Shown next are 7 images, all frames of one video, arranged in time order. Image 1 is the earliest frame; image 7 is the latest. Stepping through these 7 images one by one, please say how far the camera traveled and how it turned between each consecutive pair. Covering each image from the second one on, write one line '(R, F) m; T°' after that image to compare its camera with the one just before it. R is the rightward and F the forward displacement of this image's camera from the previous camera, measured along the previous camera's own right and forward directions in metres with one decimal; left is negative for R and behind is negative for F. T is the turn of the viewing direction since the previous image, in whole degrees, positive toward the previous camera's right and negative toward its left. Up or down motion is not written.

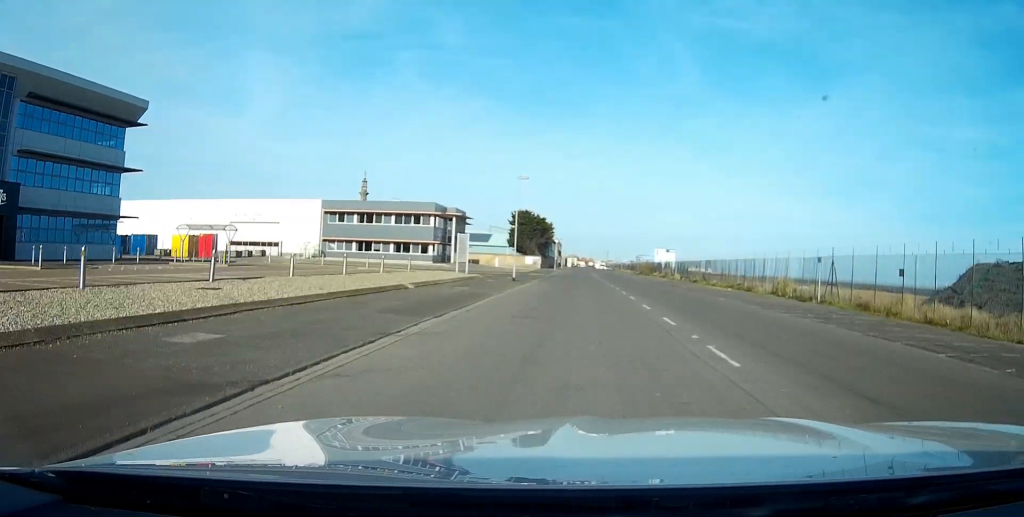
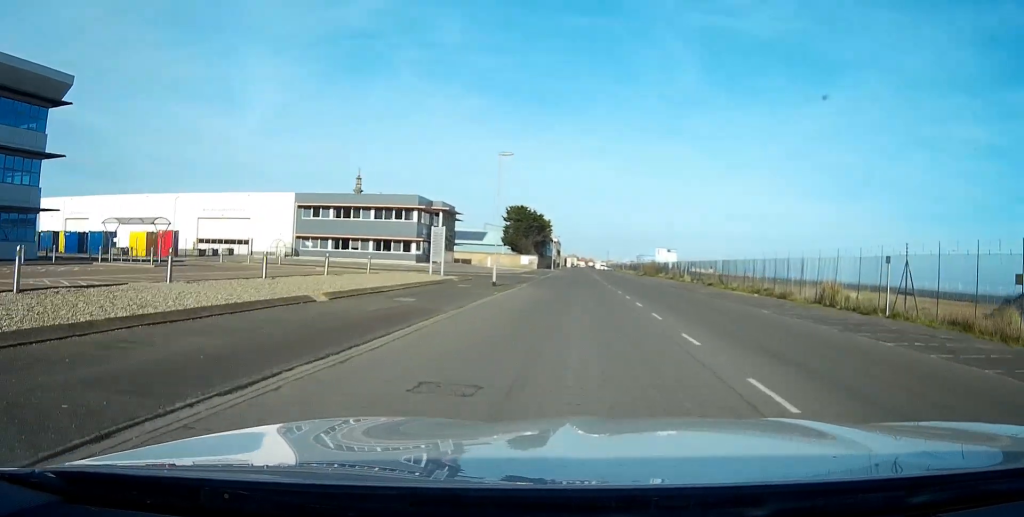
(+0.1, +9.5) m; 0°
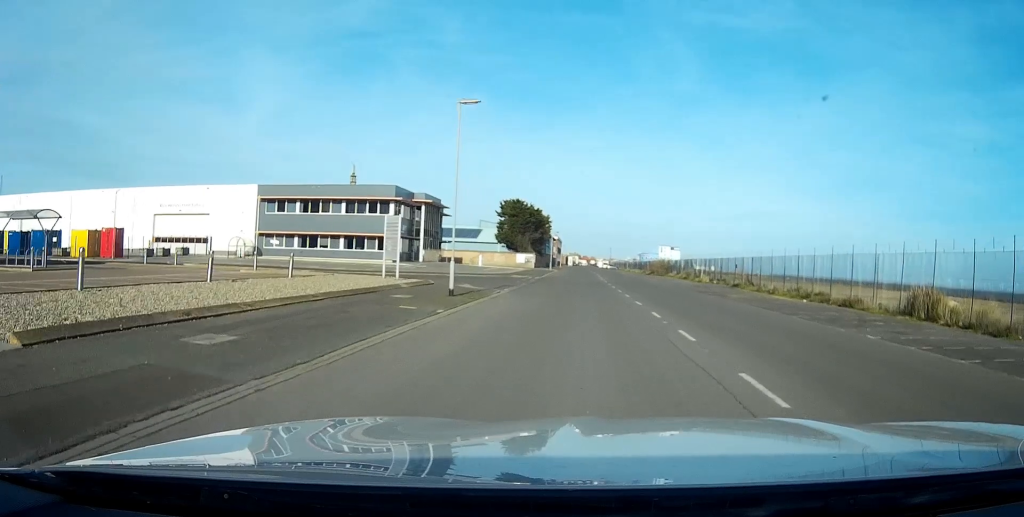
(-0.1, +11.3) m; -1°
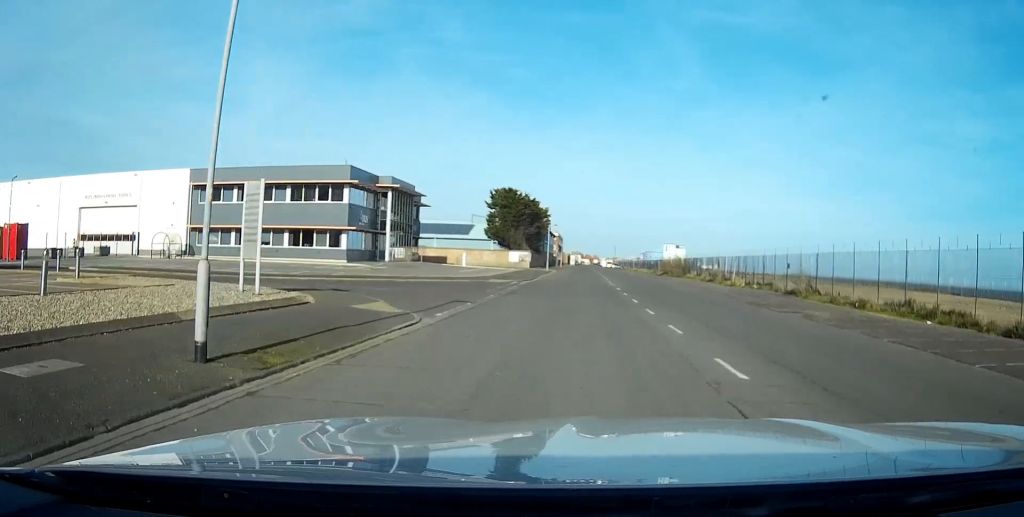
(-0.2, +15.3) m; -1°
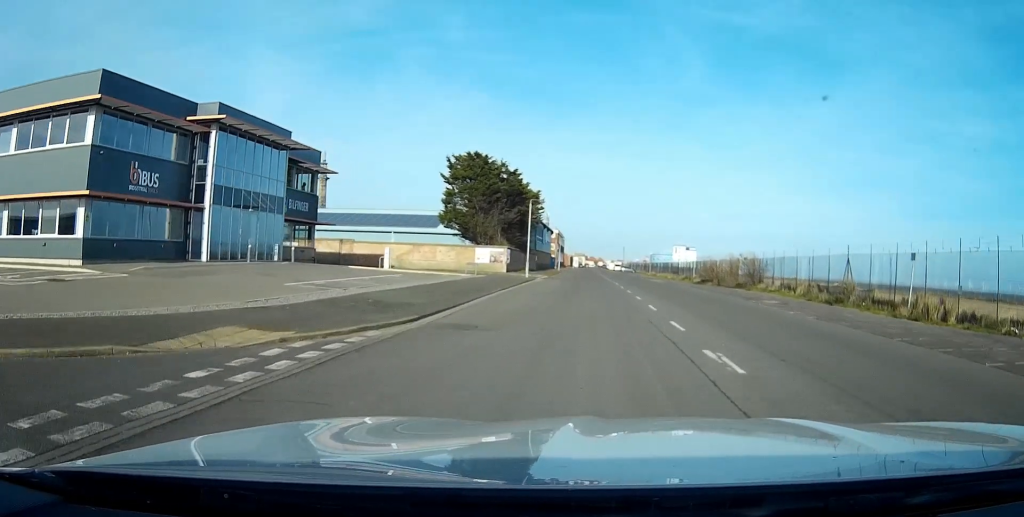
(-0.1, +34.4) m; -1°
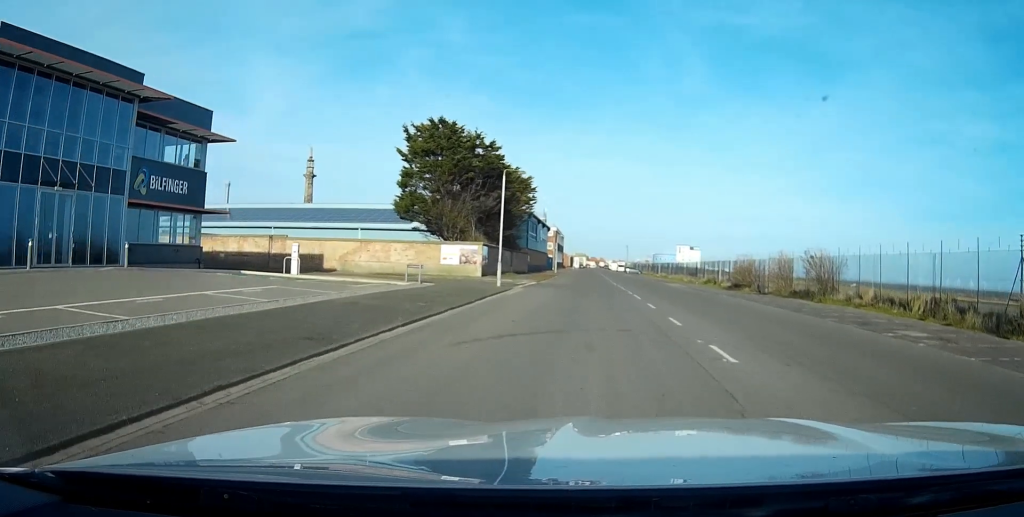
(-0.1, +16.4) m; 0°
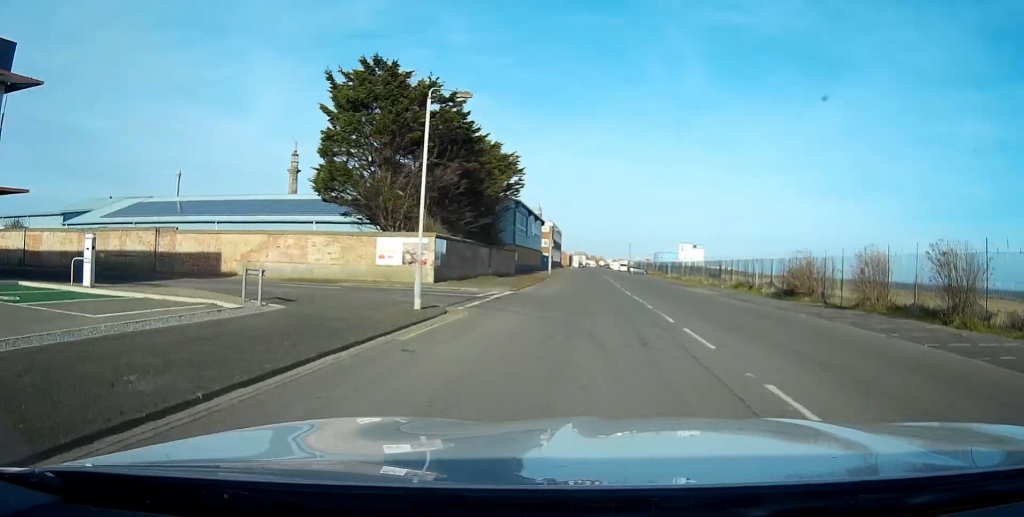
(+0.1, +15.7) m; +1°
